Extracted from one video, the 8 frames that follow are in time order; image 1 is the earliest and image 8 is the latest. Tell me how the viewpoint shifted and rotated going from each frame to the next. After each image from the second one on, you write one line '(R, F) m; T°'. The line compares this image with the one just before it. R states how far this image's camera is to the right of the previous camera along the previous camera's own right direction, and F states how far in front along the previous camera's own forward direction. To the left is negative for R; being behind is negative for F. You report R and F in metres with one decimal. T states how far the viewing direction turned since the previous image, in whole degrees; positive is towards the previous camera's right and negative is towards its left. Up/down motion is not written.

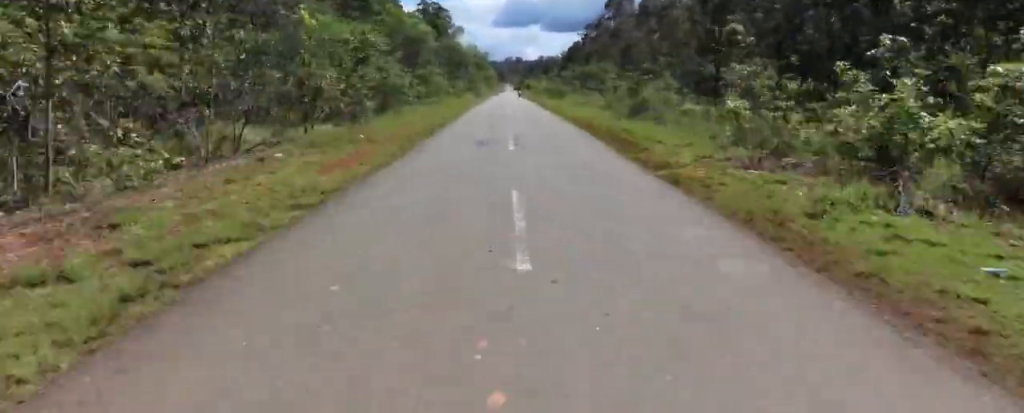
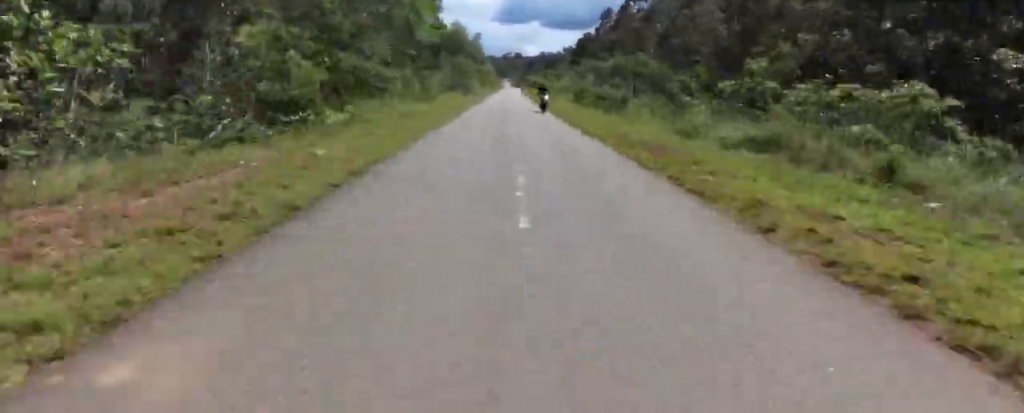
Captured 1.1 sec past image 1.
(+0.5, +30.9) m; -1°
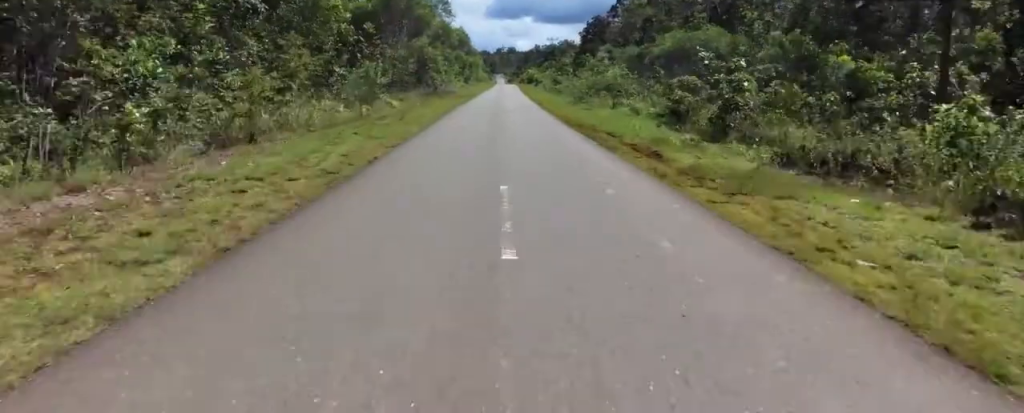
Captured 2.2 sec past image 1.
(-1.2, +33.4) m; -3°
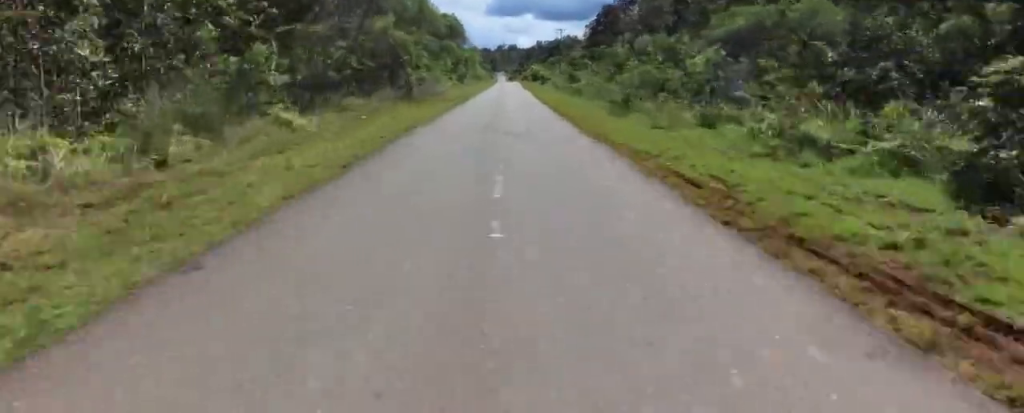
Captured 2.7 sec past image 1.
(-0.9, +14.9) m; 0°
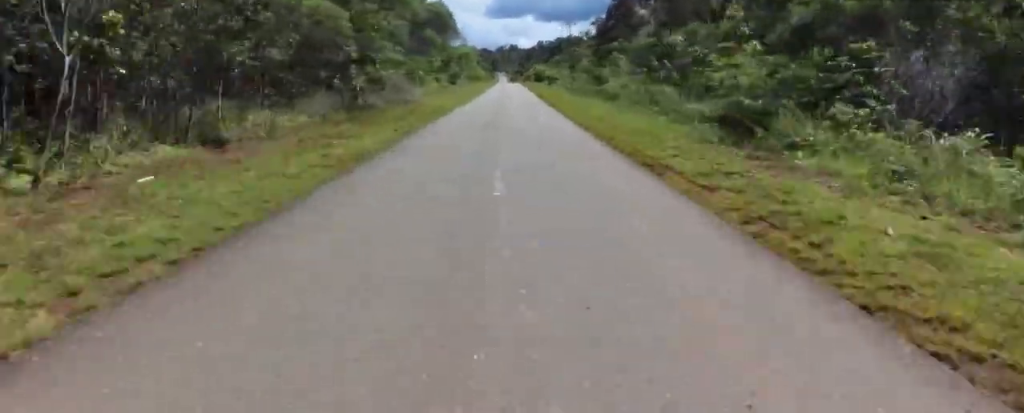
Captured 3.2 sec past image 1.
(+0.8, +14.0) m; +2°
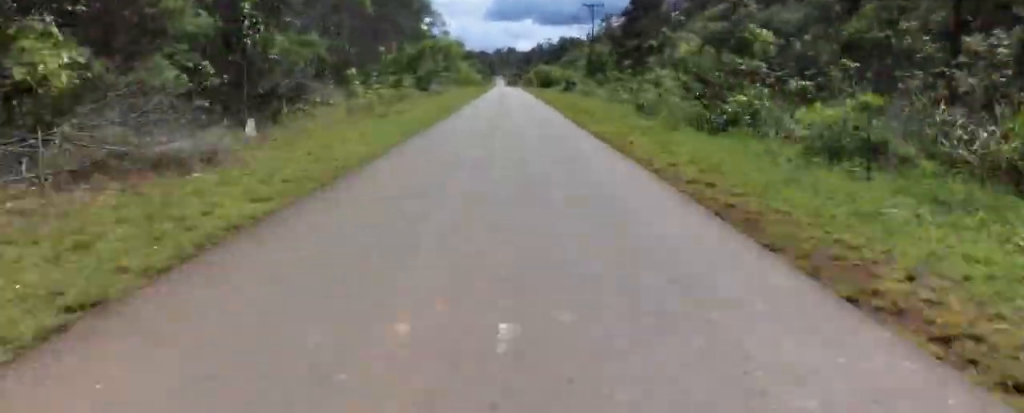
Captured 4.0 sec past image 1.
(+0.7, +24.0) m; +2°
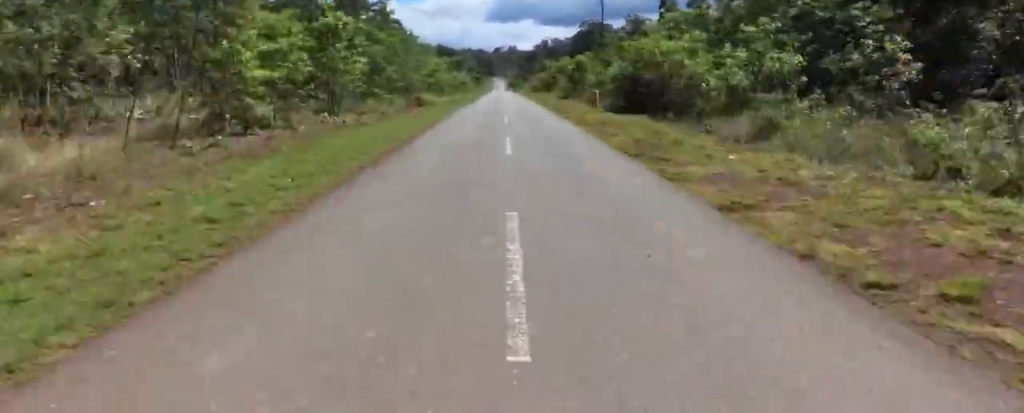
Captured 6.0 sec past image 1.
(0.0, +61.1) m; -1°
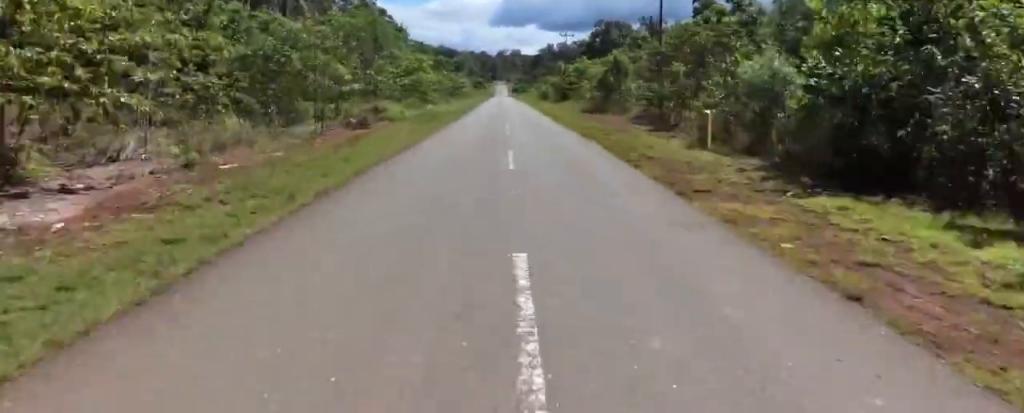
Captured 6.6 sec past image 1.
(-0.7, +16.2) m; 0°
